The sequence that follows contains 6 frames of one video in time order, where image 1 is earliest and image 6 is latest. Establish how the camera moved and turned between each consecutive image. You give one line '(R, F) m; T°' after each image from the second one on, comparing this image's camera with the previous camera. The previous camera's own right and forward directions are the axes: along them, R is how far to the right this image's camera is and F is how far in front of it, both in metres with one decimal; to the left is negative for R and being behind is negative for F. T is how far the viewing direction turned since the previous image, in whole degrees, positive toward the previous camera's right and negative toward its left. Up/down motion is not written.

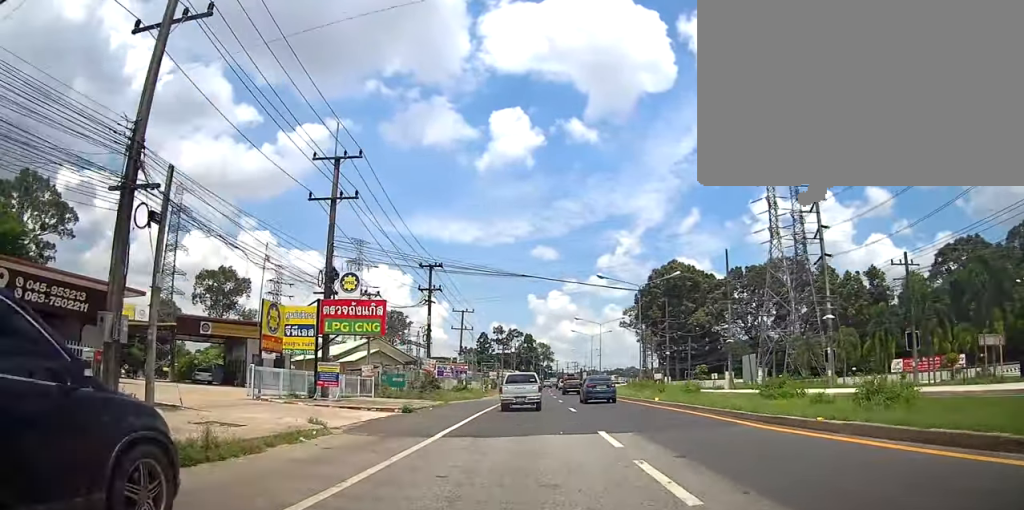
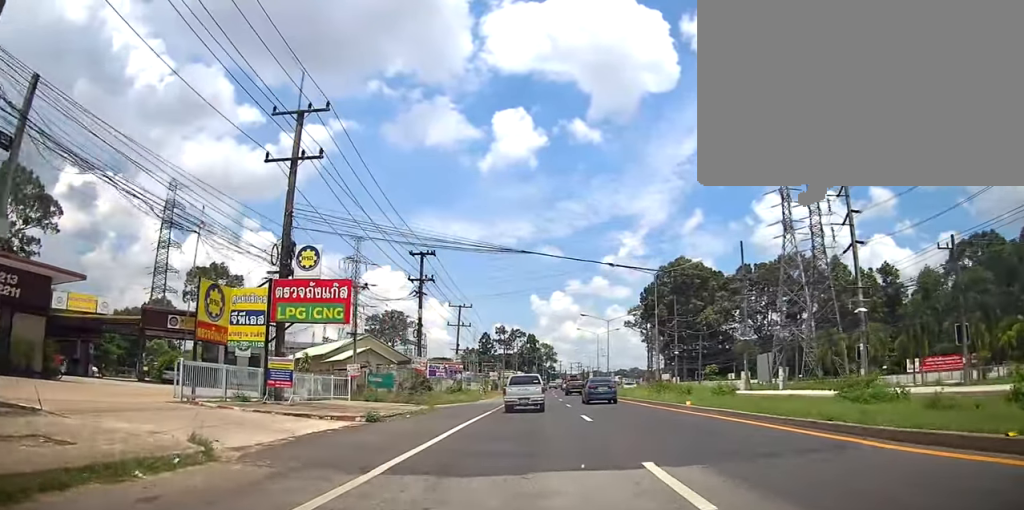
(0.0, +5.1) m; +1°
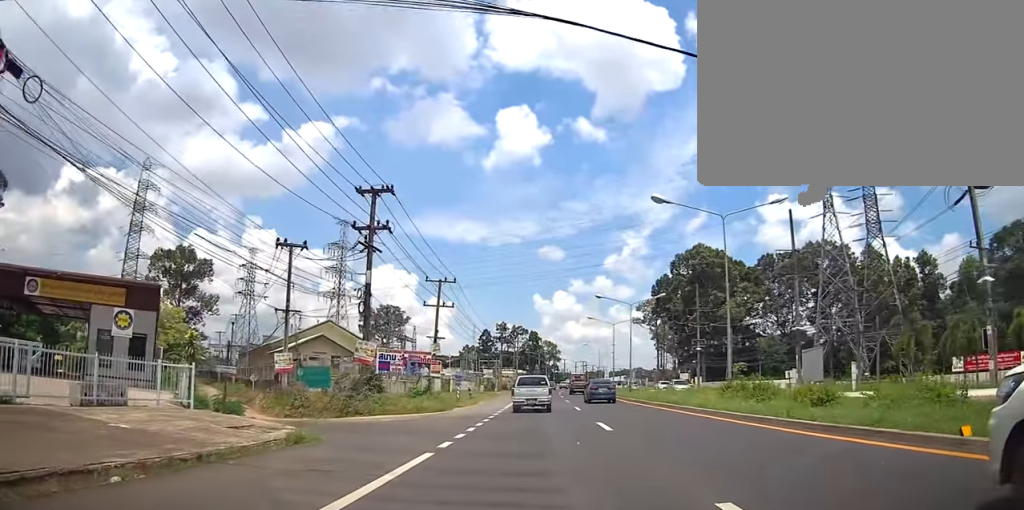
(+0.1, +15.0) m; -1°
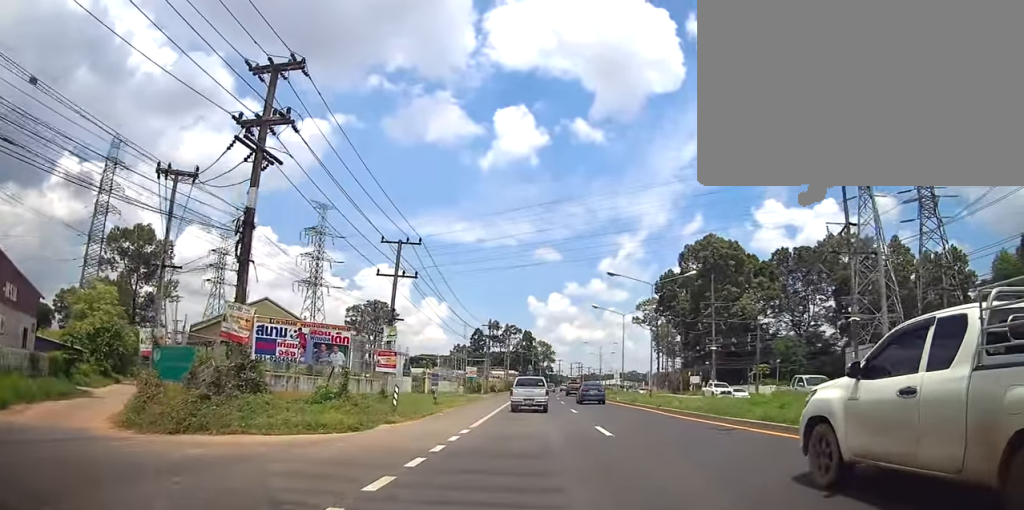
(-0.3, +12.8) m; -1°
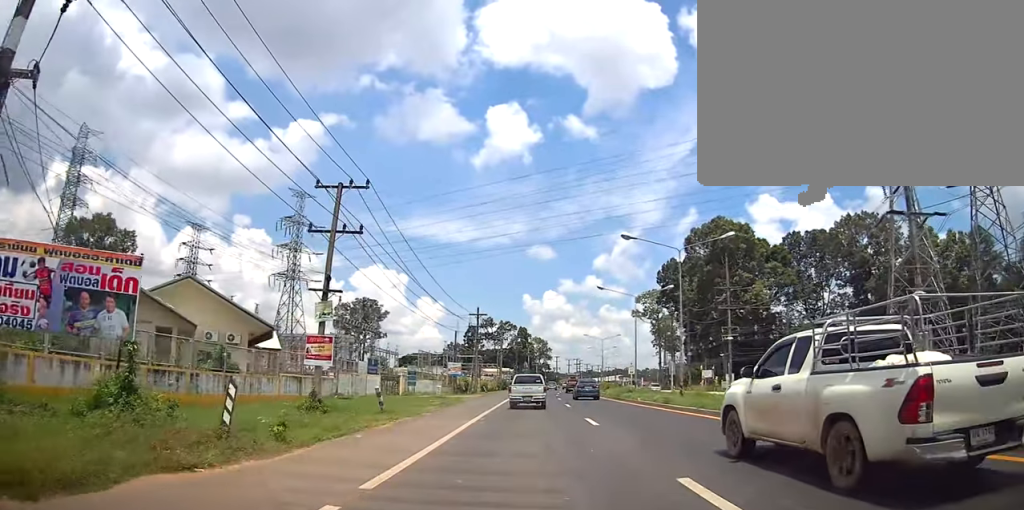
(+0.1, +10.0) m; 0°
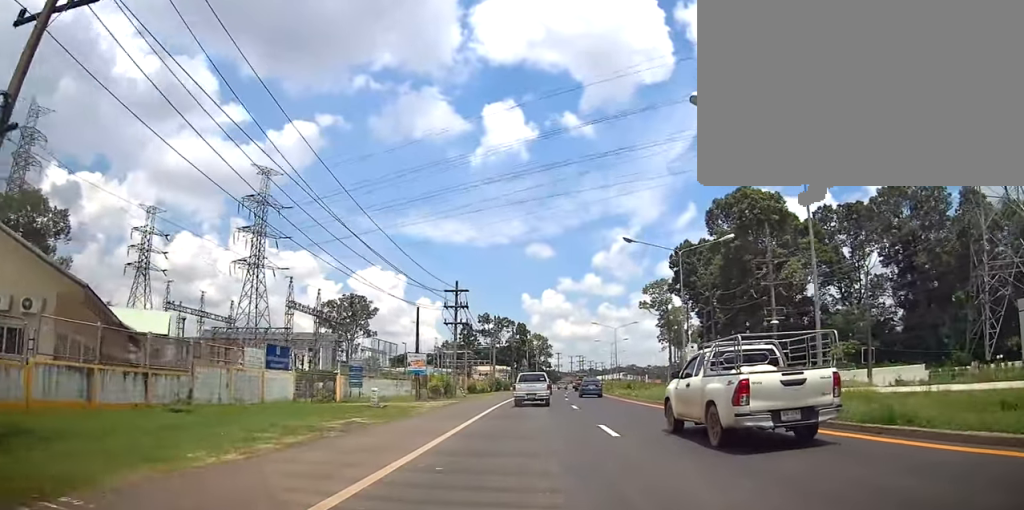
(-0.1, +16.8) m; +2°
